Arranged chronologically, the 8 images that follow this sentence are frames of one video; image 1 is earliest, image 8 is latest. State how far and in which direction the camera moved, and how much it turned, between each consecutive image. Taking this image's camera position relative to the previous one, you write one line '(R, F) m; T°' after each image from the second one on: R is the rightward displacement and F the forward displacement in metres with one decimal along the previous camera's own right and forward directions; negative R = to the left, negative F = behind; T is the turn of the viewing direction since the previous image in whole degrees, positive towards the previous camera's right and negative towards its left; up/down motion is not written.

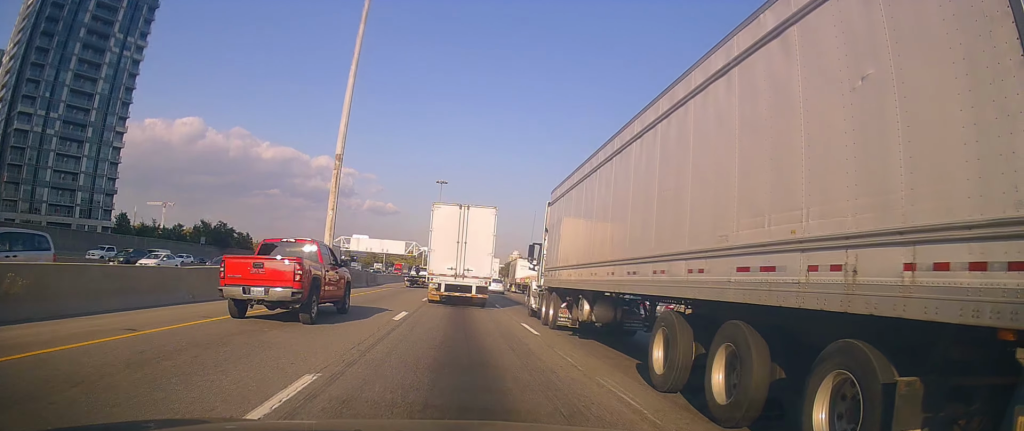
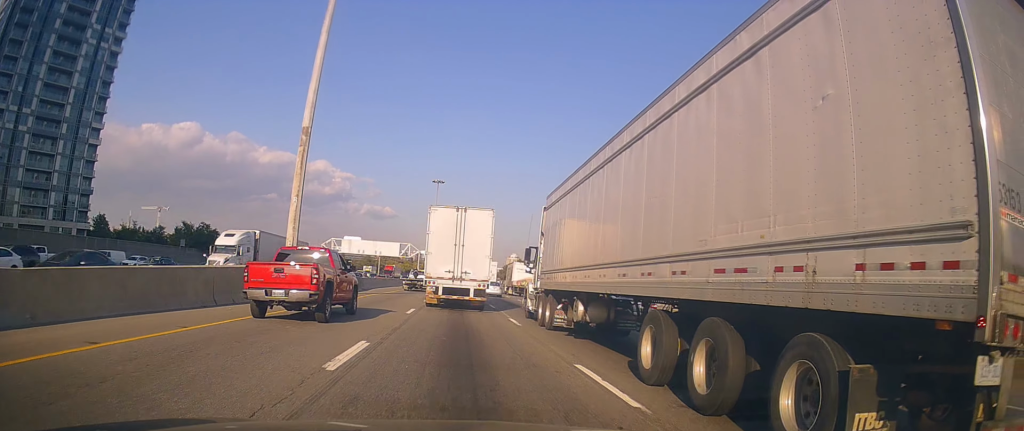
(0.0, +7.8) m; 0°
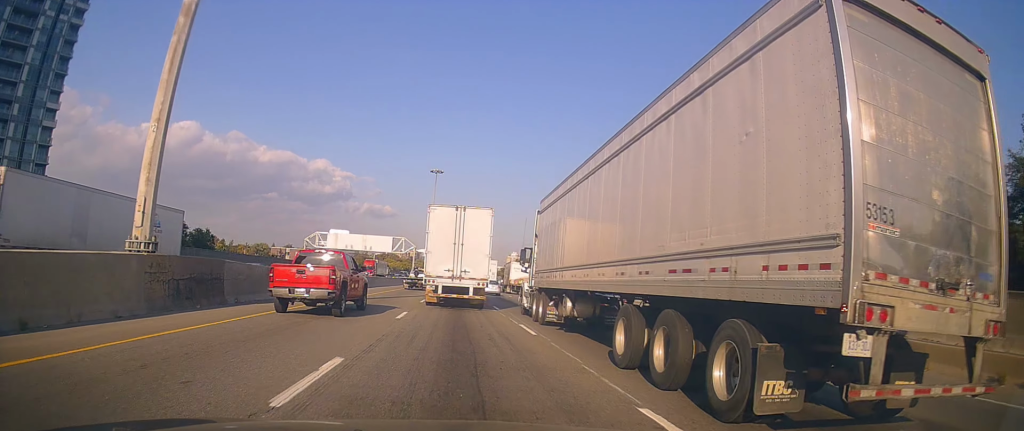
(0.0, +14.6) m; +2°
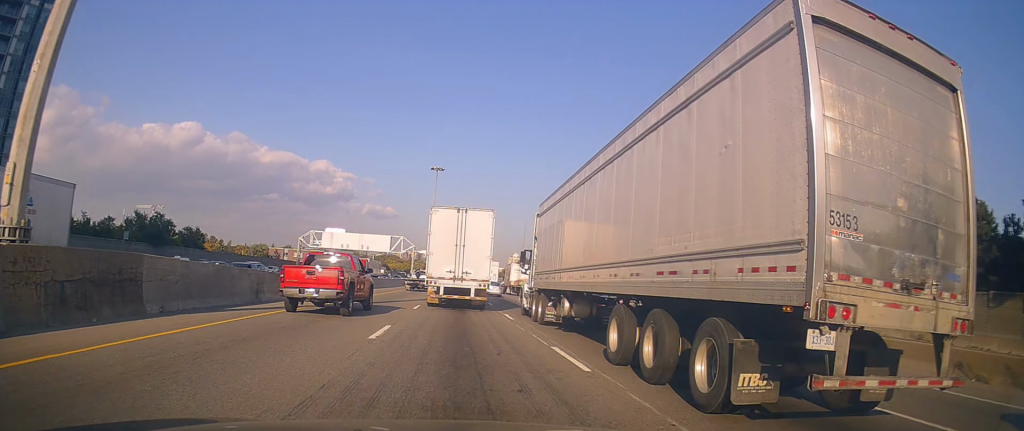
(+0.1, +5.5) m; 0°
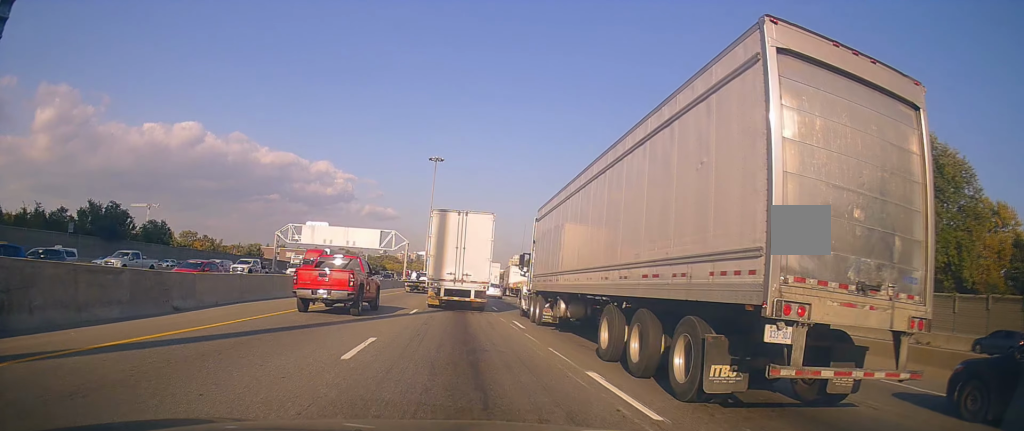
(-0.2, +14.4) m; -1°
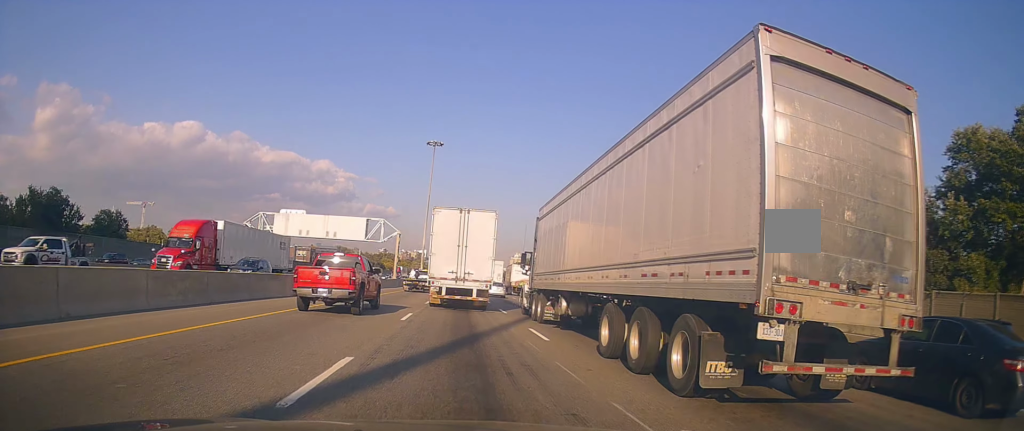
(+0.1, +15.1) m; -2°
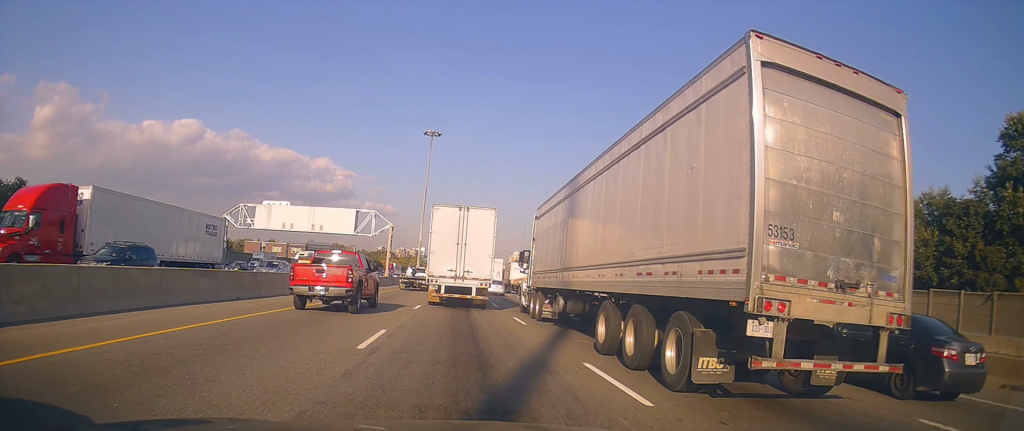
(-0.5, +7.2) m; +1°
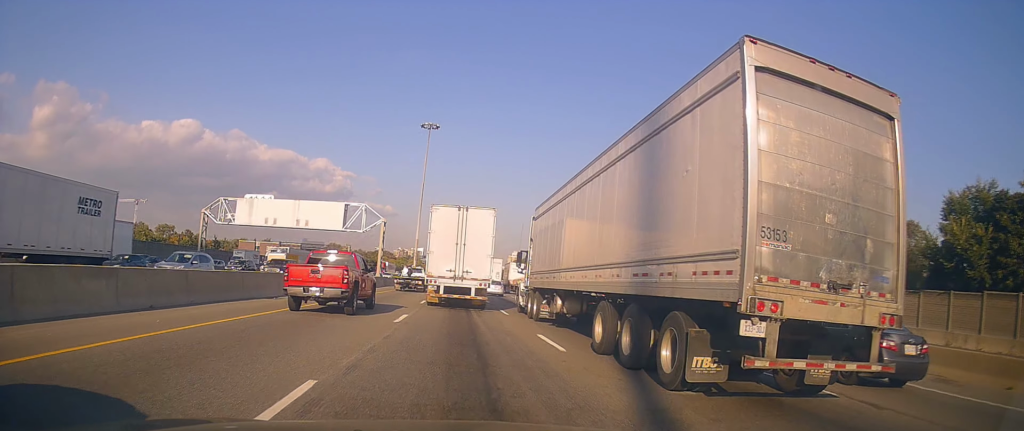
(+0.2, +6.3) m; +2°
